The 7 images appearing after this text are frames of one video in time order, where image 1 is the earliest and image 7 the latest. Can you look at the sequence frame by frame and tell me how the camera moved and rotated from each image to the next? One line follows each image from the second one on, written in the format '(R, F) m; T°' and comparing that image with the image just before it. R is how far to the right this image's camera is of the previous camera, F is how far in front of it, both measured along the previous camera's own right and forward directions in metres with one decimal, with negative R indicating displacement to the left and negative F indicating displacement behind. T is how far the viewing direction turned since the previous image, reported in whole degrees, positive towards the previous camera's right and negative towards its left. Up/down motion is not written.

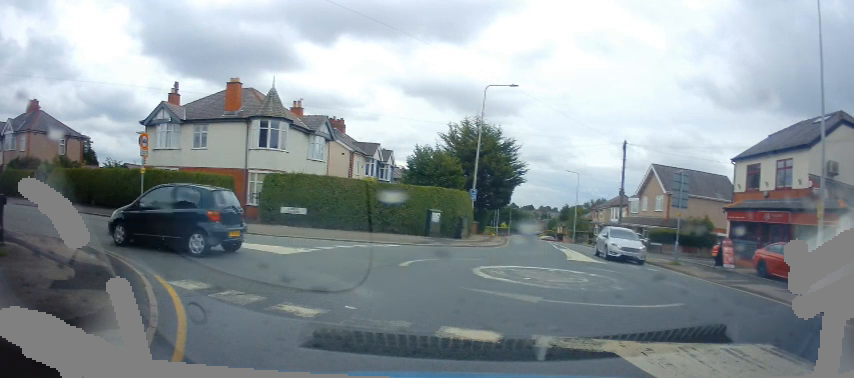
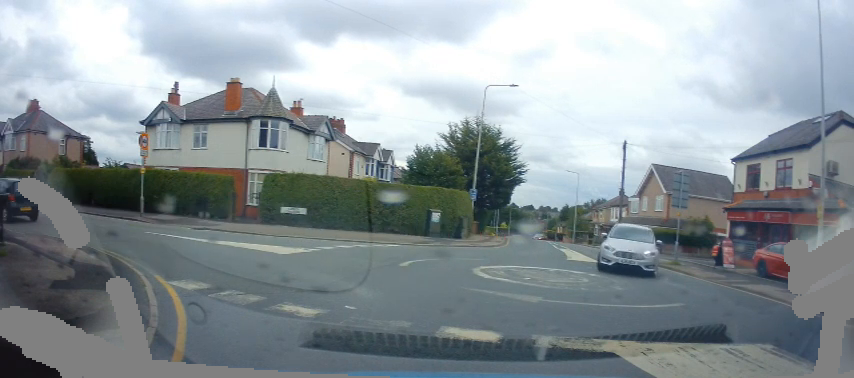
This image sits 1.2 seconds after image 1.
(0.0, 0.0) m; 0°
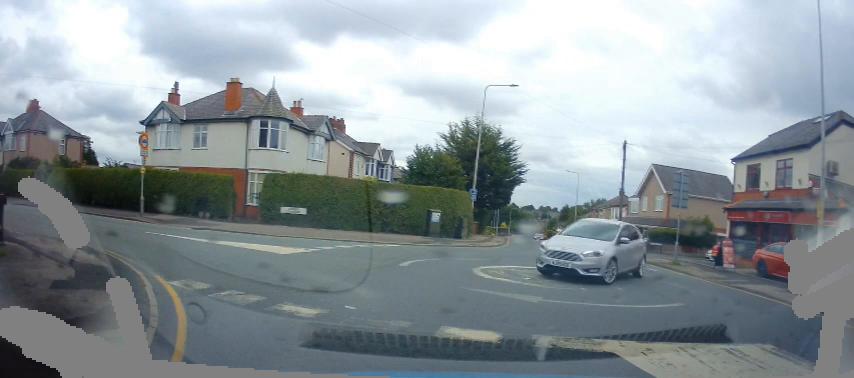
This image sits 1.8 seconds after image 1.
(0.0, 0.0) m; 0°
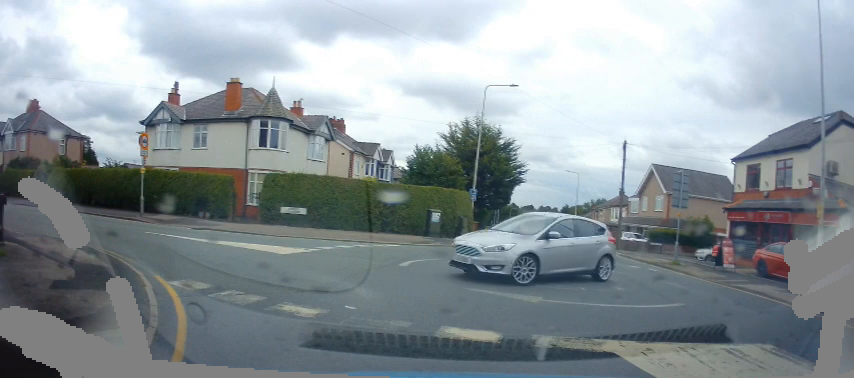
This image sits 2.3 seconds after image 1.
(0.0, 0.0) m; 0°
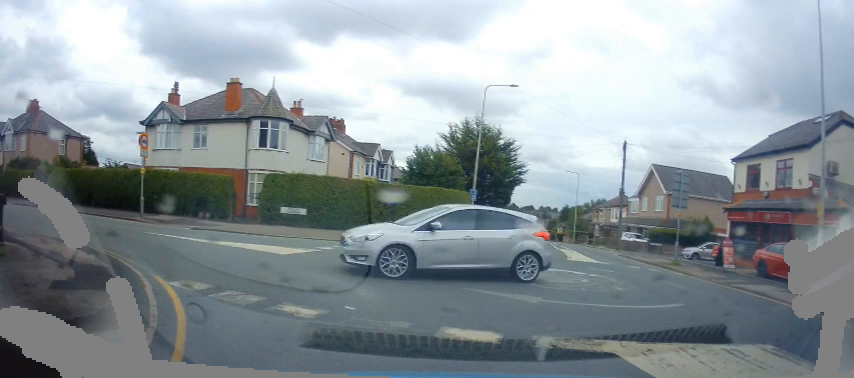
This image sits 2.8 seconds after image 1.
(0.0, +0.1) m; 0°
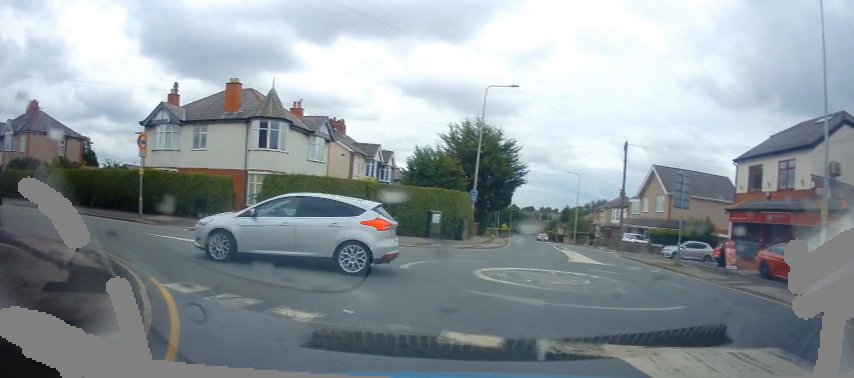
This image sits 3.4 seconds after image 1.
(-0.1, +0.3) m; 0°
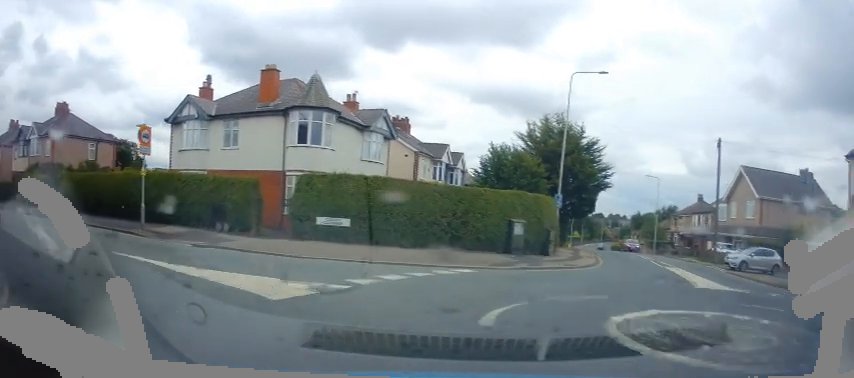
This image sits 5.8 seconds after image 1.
(-0.3, +5.0) m; +1°
